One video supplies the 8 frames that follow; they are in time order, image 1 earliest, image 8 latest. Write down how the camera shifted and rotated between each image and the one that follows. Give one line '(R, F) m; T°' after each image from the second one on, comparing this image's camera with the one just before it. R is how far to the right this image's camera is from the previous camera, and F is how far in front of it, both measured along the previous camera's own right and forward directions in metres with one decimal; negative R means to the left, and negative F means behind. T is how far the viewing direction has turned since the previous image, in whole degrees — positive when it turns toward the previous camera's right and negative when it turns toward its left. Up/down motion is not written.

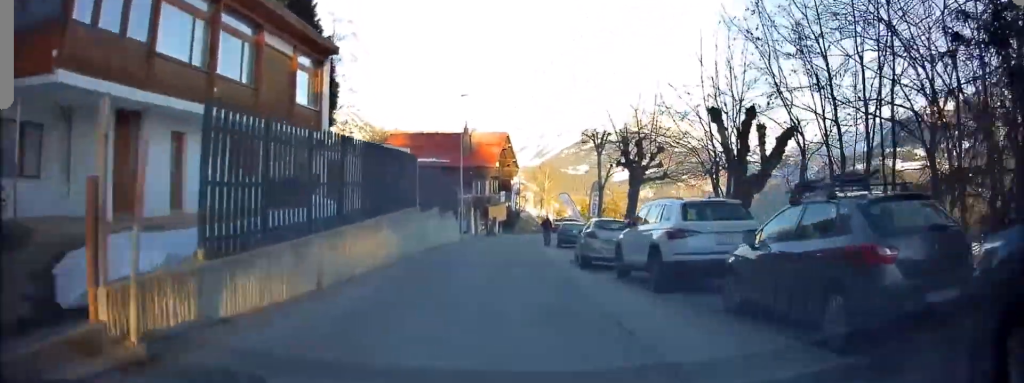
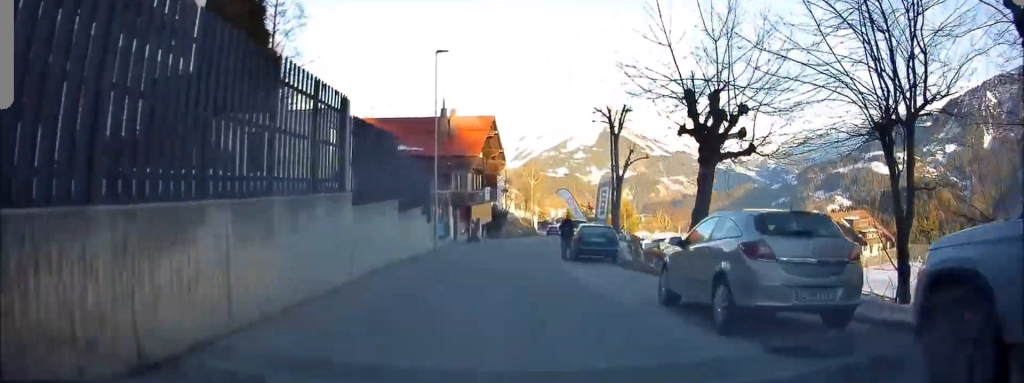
(+0.3, +10.2) m; +2°
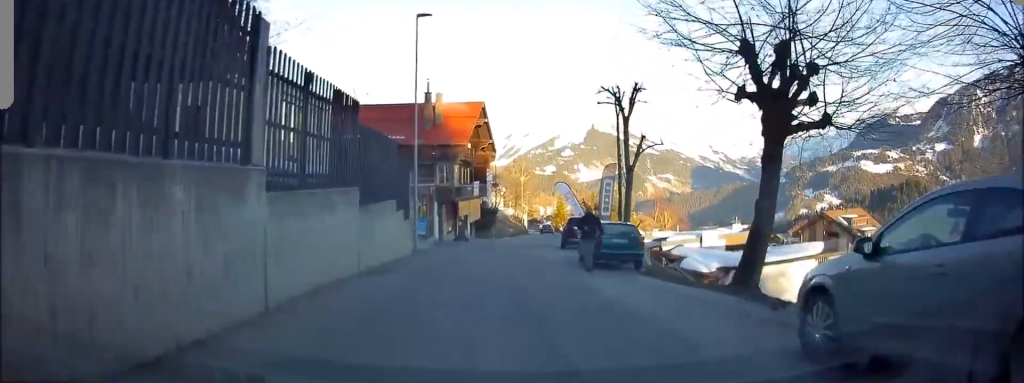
(0.0, +4.5) m; 0°
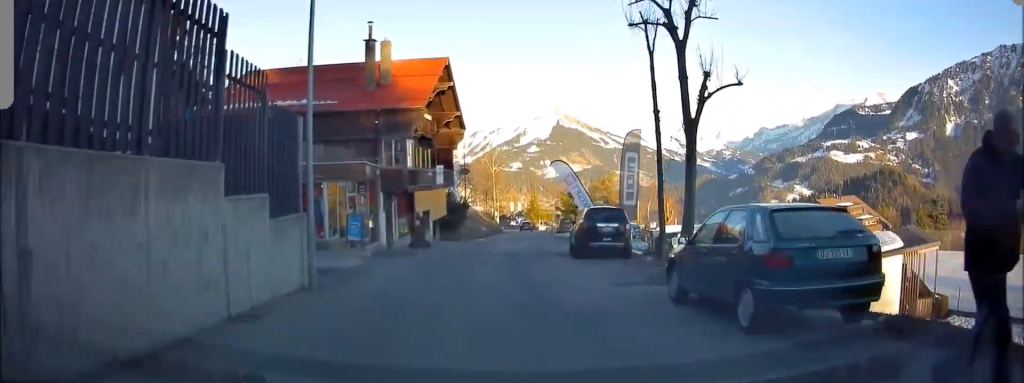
(+0.2, +11.7) m; +2°
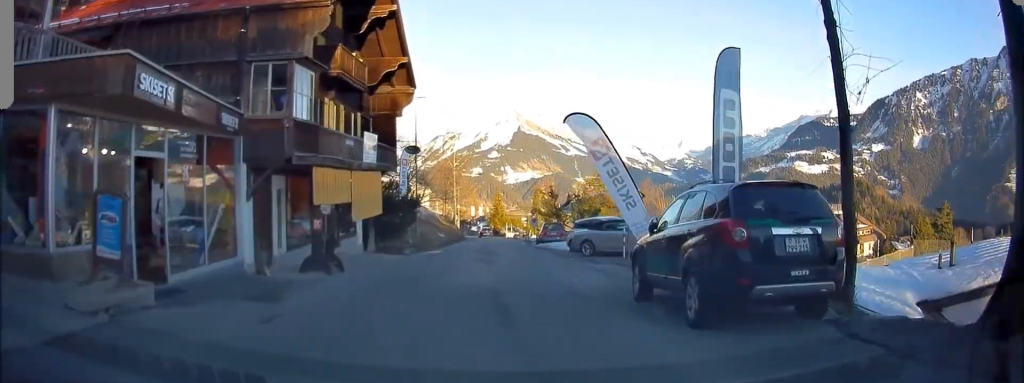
(+0.2, +13.1) m; +5°
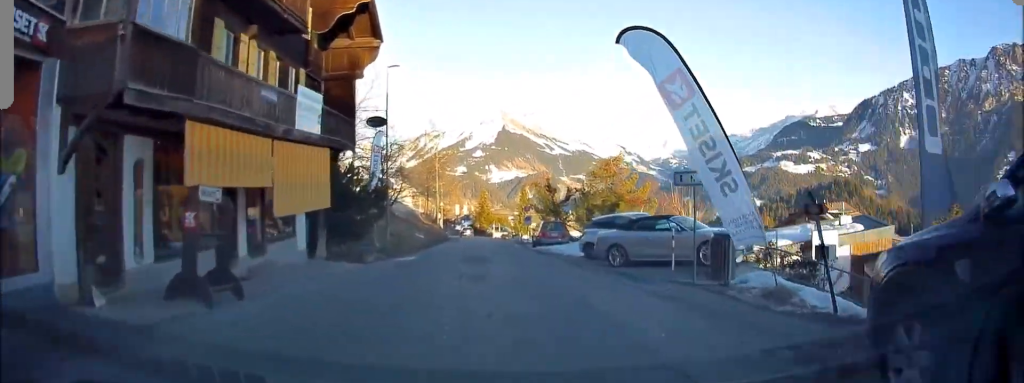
(+0.4, +6.8) m; +1°
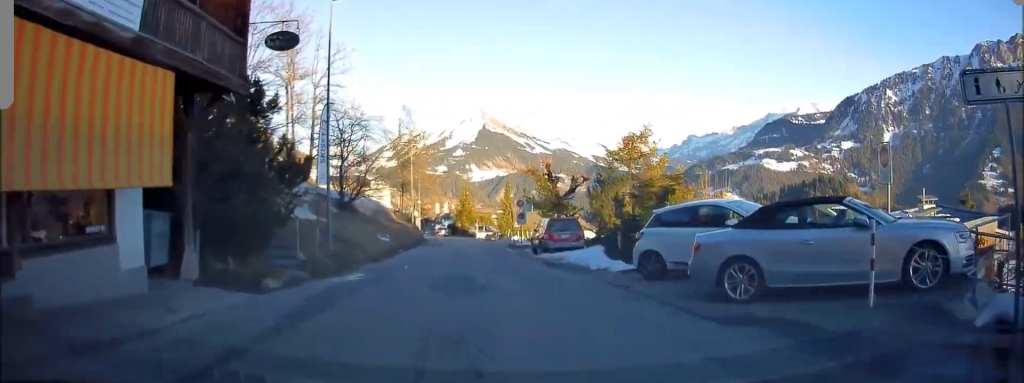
(-0.1, +9.1) m; -3°
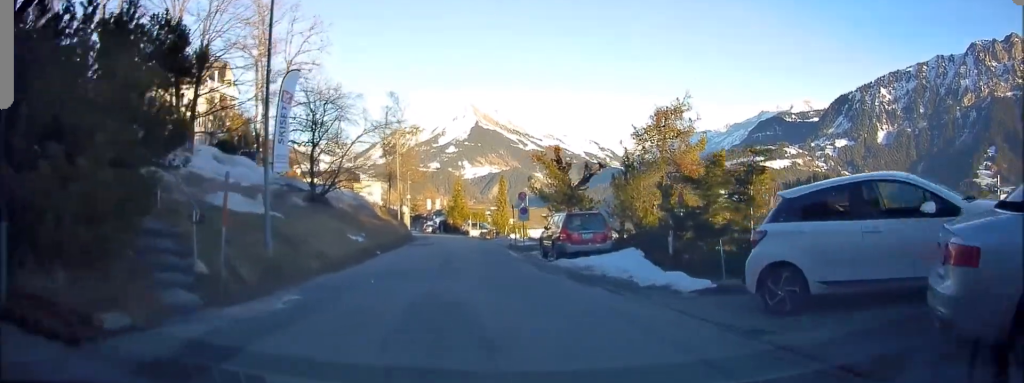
(-0.2, +5.6) m; 0°
